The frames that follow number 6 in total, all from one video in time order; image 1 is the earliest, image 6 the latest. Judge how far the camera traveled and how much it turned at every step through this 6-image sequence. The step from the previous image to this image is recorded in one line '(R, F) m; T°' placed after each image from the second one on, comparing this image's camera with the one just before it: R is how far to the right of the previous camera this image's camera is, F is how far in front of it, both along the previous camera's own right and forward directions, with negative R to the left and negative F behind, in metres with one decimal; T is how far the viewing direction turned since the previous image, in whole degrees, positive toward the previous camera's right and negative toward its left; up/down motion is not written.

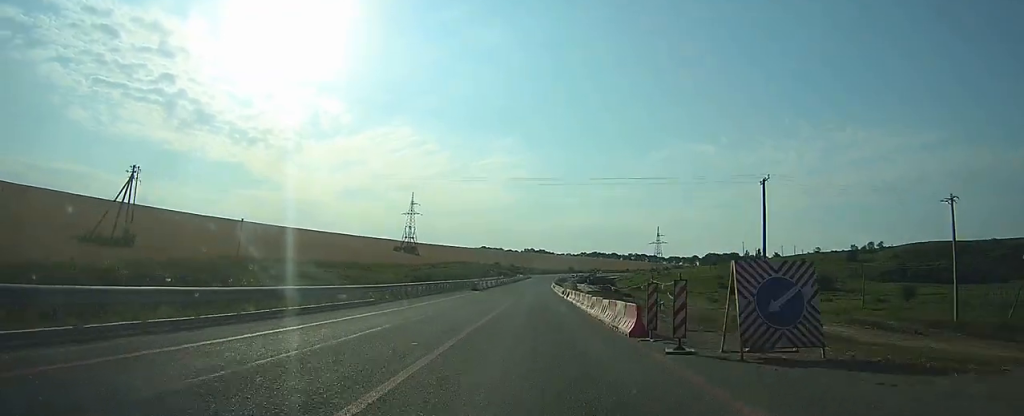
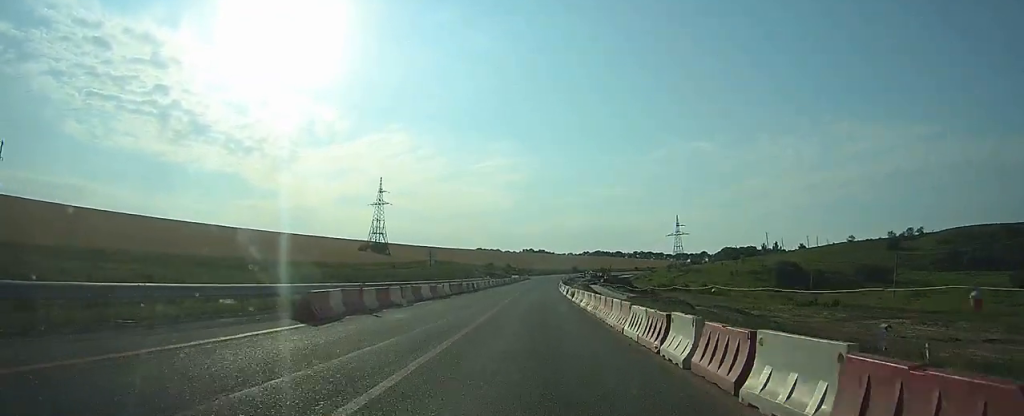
(-0.1, +41.5) m; 0°
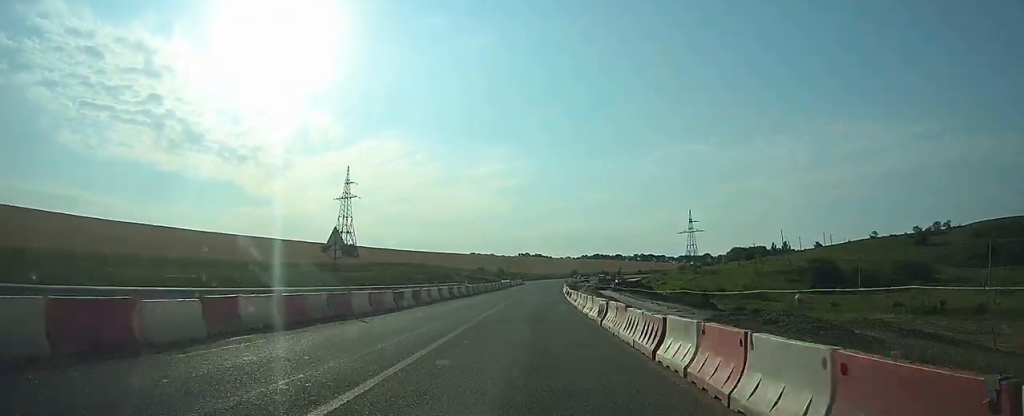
(-0.1, +26.9) m; 0°
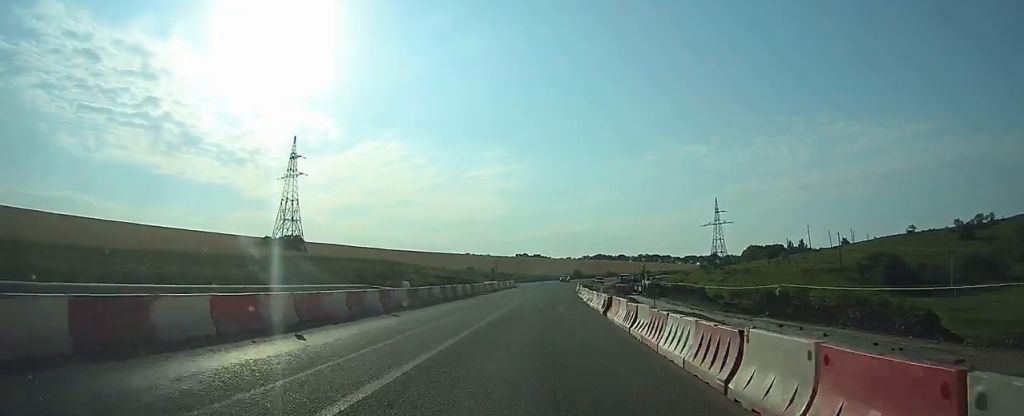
(+0.3, +33.5) m; +1°
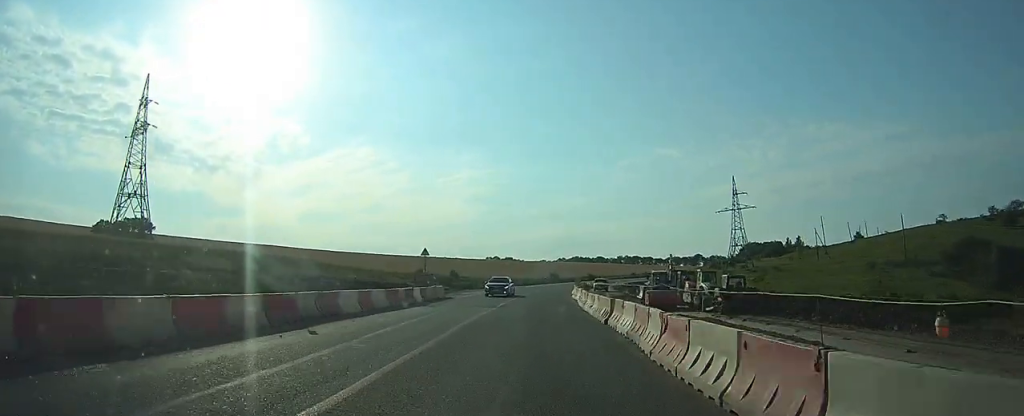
(+0.5, +41.4) m; +2°
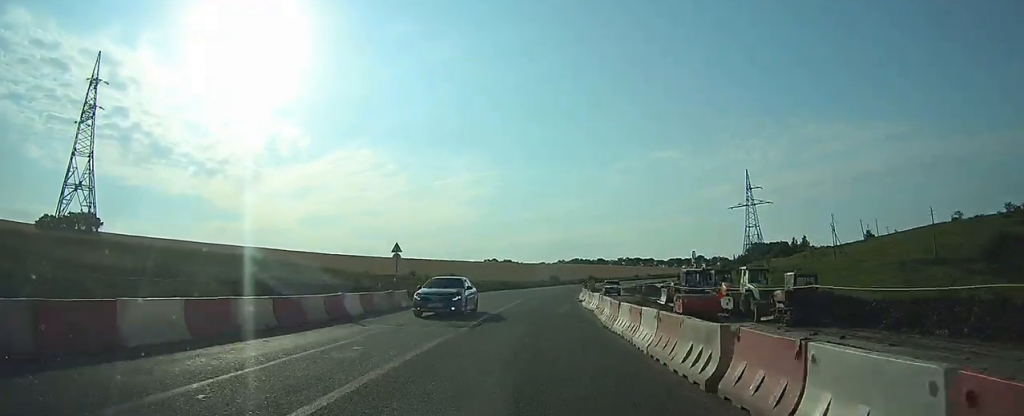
(0.0, +10.7) m; +1°
